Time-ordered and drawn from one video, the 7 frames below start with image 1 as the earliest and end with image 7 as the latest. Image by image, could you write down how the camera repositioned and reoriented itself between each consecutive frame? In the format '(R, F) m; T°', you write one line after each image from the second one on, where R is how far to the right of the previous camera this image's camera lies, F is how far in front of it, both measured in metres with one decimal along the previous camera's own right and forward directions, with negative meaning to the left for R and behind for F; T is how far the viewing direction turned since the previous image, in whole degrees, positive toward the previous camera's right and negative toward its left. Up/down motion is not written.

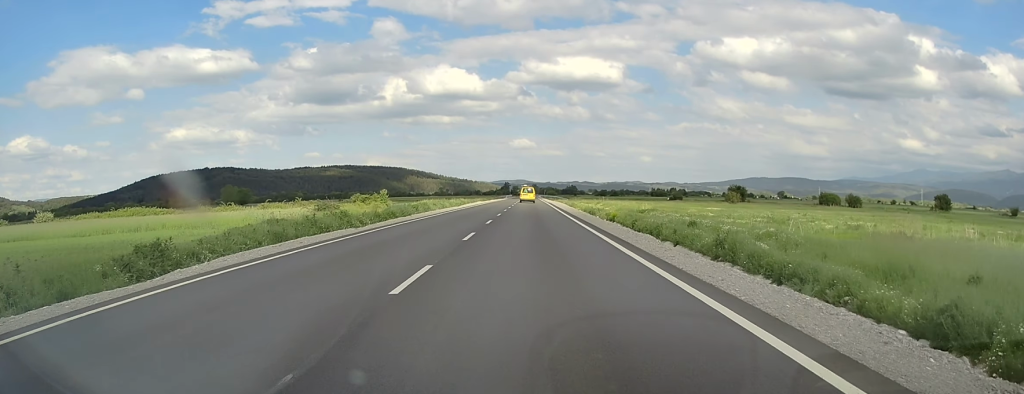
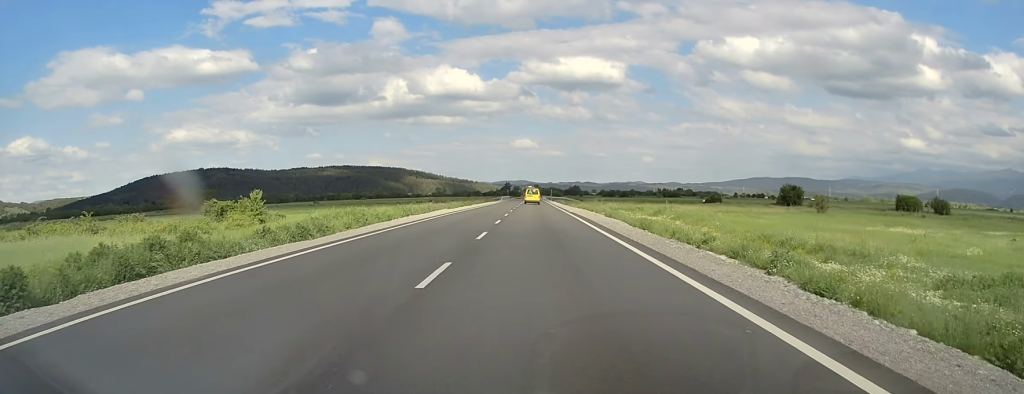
(-0.1, +44.6) m; 0°
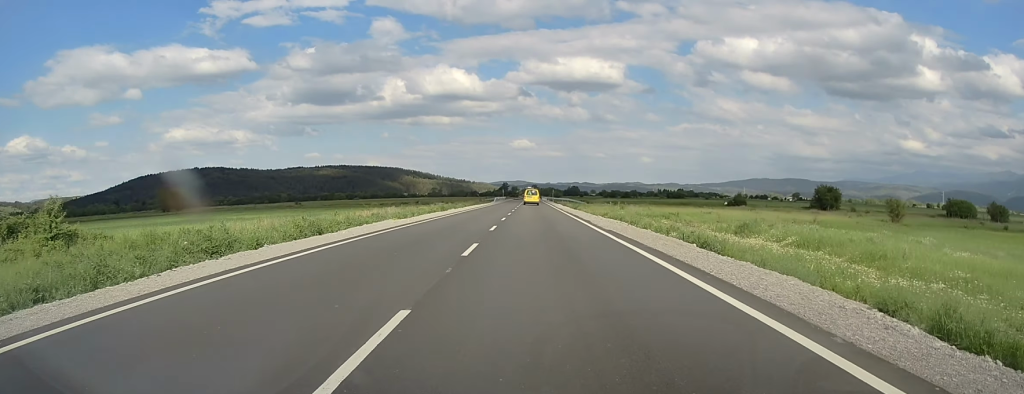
(0.0, +22.7) m; 0°
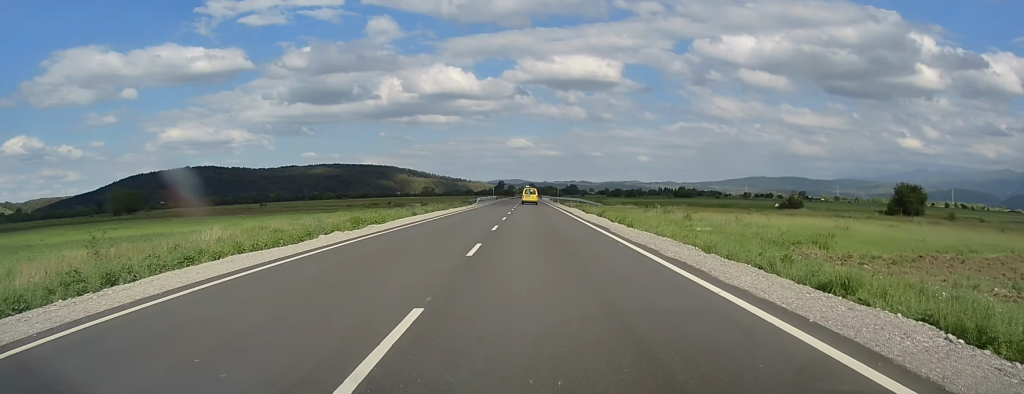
(-0.1, +35.9) m; 0°
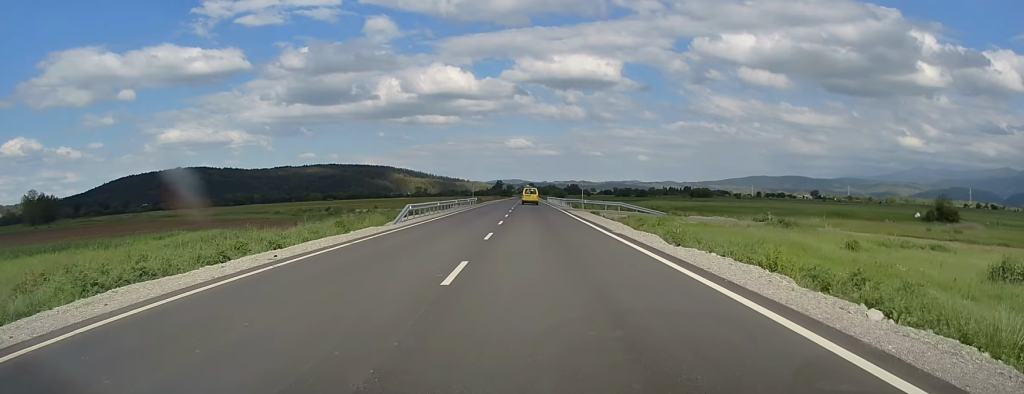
(+0.3, +49.4) m; 0°
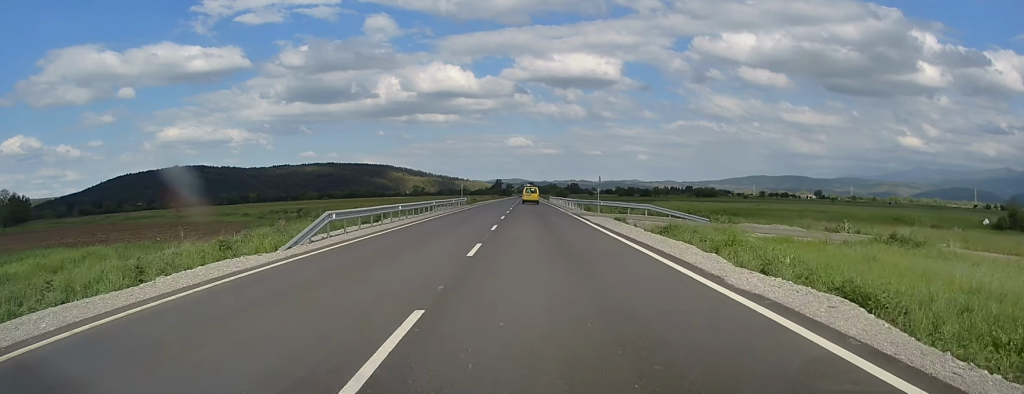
(-0.1, +14.1) m; 0°
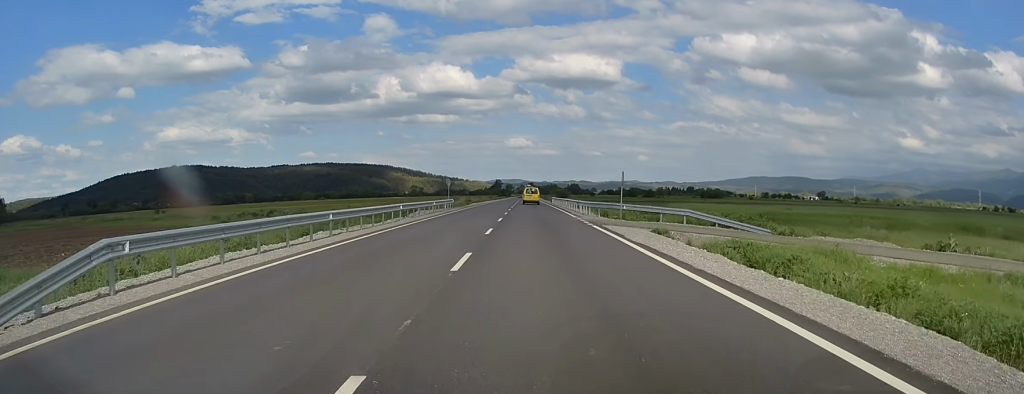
(0.0, +11.6) m; 0°
